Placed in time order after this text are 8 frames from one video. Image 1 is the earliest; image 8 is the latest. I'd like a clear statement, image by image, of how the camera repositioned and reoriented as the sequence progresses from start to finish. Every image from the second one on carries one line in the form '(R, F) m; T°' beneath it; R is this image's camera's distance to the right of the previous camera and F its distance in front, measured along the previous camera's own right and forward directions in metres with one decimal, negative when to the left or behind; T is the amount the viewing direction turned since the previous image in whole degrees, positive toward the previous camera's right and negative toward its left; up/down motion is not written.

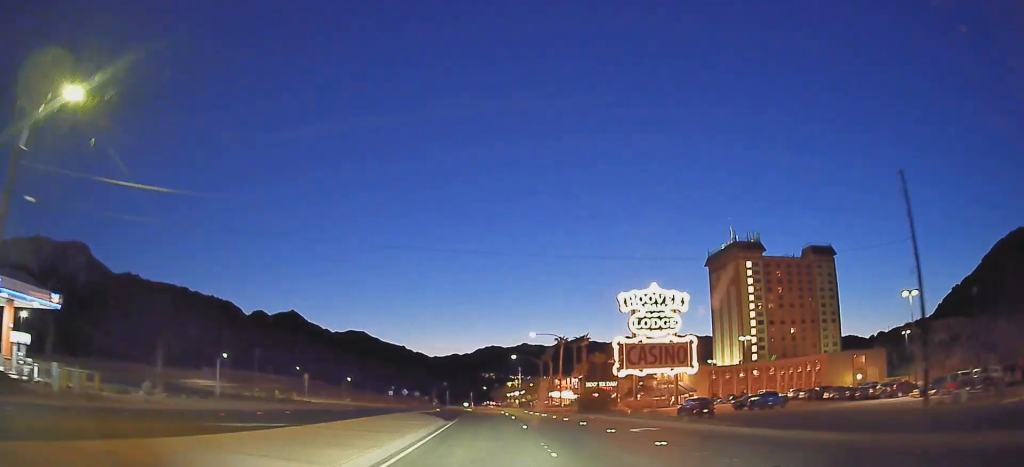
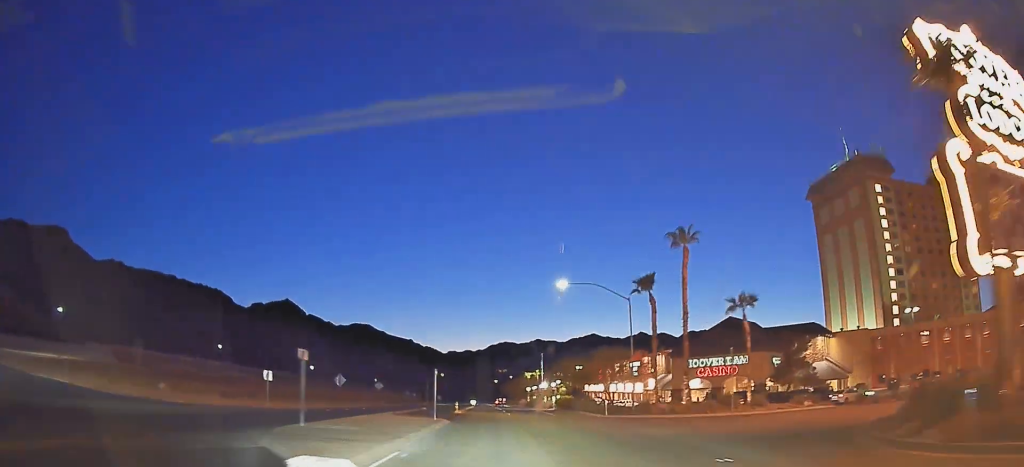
(-4.1, +66.1) m; -5°
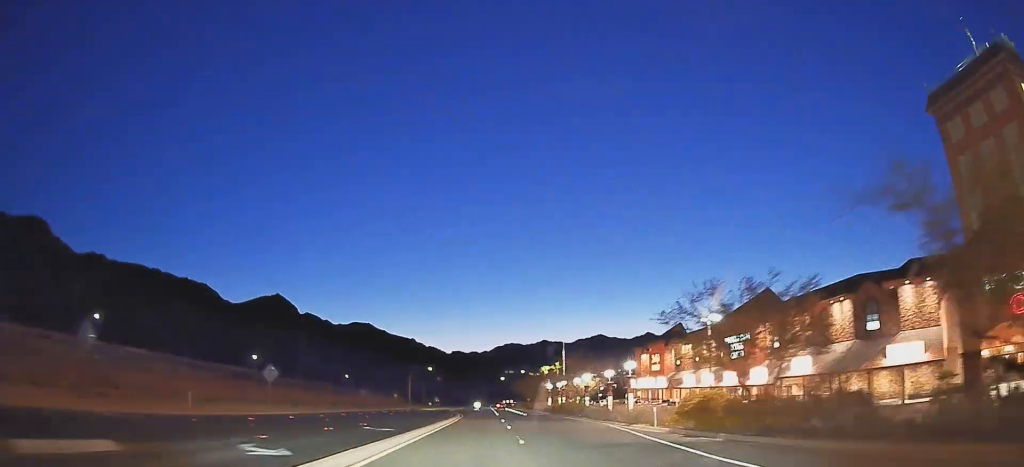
(-1.2, +49.6) m; -1°
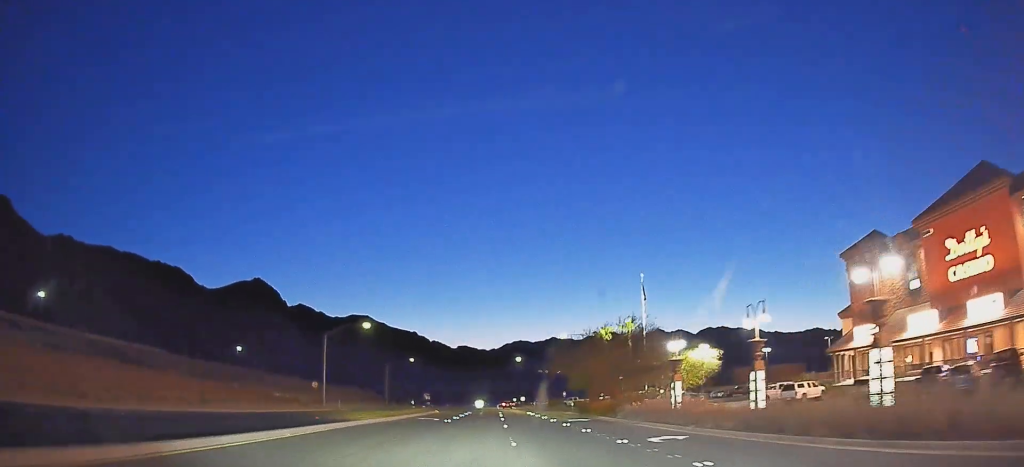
(-0.1, +75.8) m; +1°
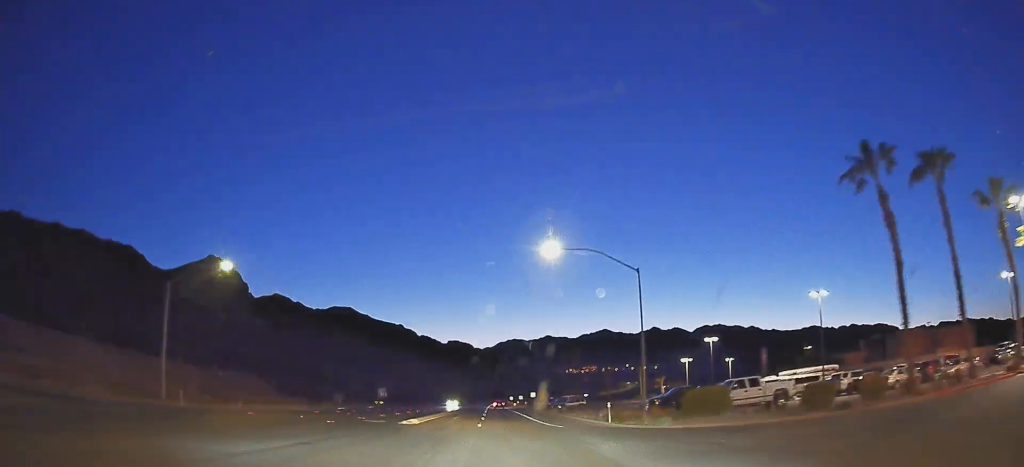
(+1.2, +78.5) m; +1°
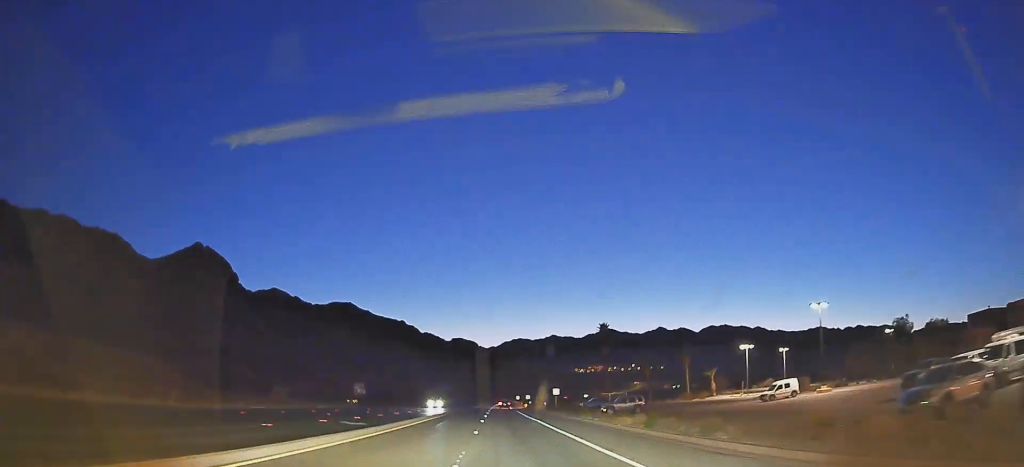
(+0.2, +31.0) m; 0°
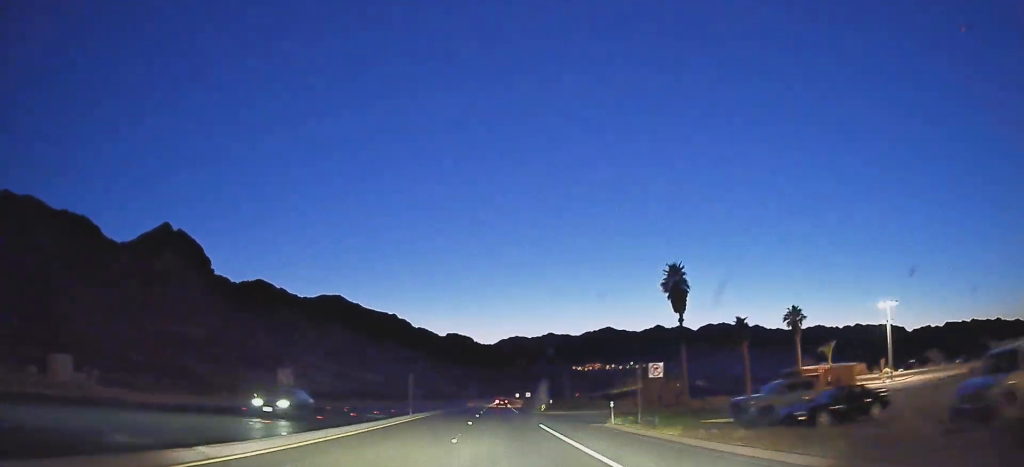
(0.0, +43.1) m; -1°
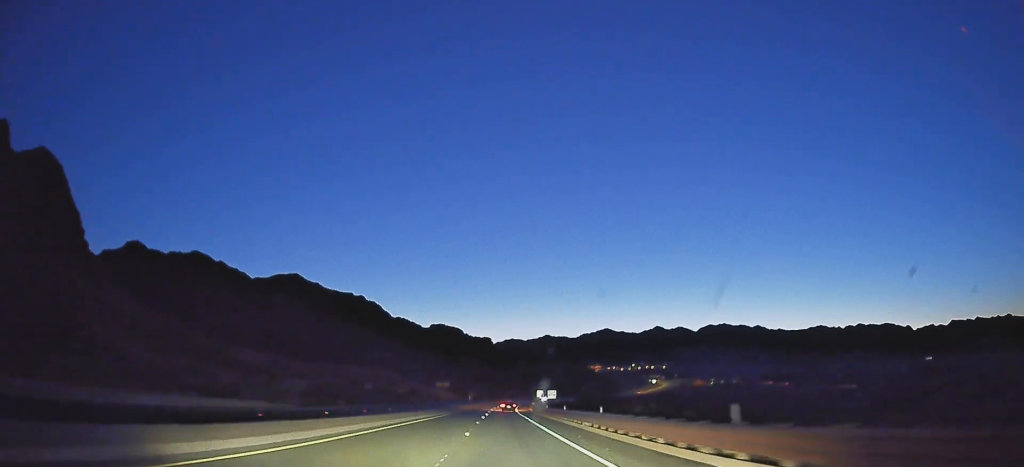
(-2.6, +169.8) m; +2°
